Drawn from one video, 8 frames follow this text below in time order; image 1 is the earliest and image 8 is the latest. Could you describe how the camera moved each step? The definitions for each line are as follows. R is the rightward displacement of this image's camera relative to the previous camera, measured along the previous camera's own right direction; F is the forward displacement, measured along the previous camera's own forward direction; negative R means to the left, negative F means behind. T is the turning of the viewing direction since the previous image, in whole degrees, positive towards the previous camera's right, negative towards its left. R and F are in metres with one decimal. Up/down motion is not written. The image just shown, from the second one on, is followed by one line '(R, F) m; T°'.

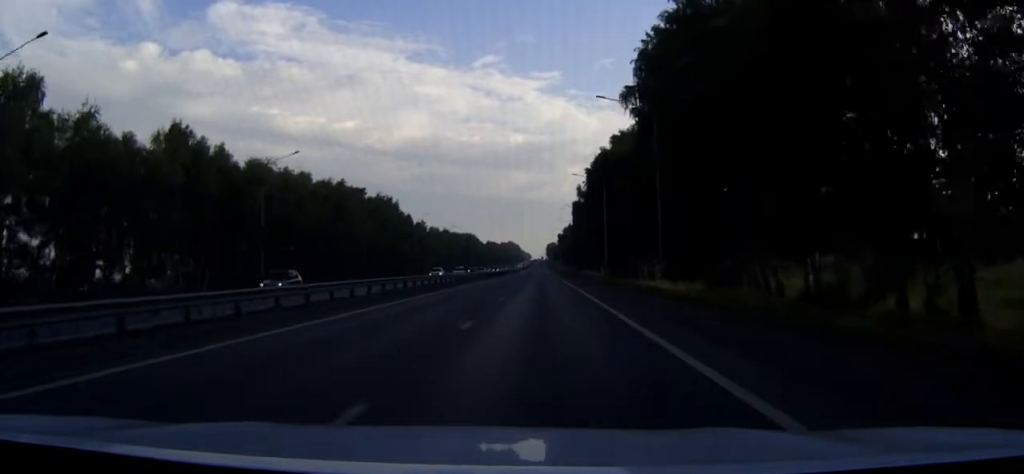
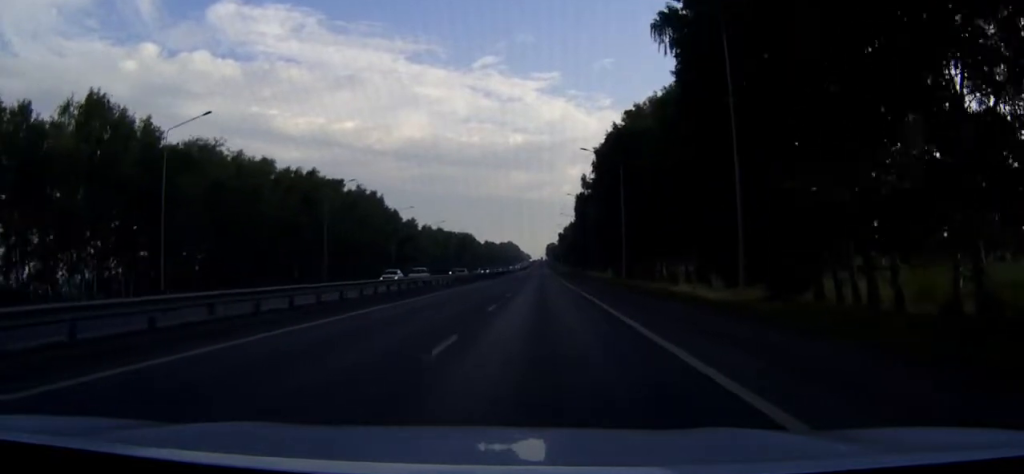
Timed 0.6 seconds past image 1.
(0.0, +16.8) m; 0°
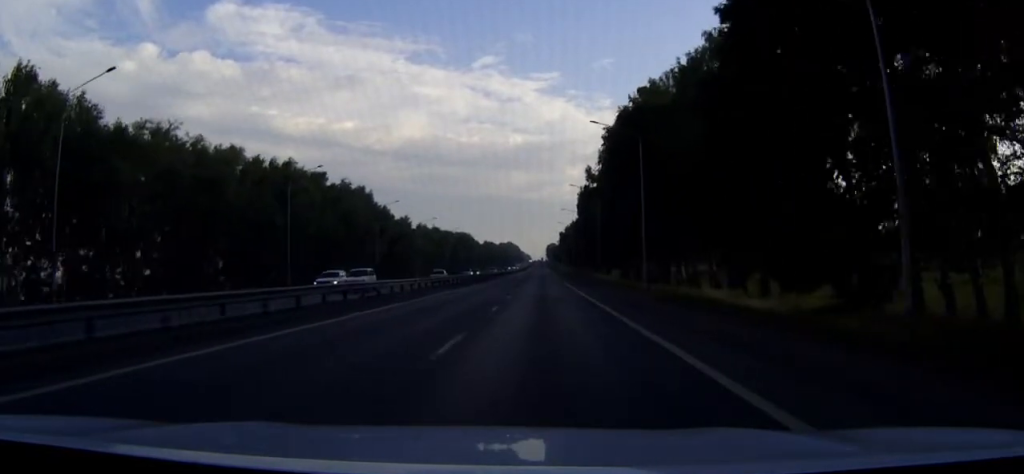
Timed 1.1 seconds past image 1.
(0.0, +11.5) m; 0°
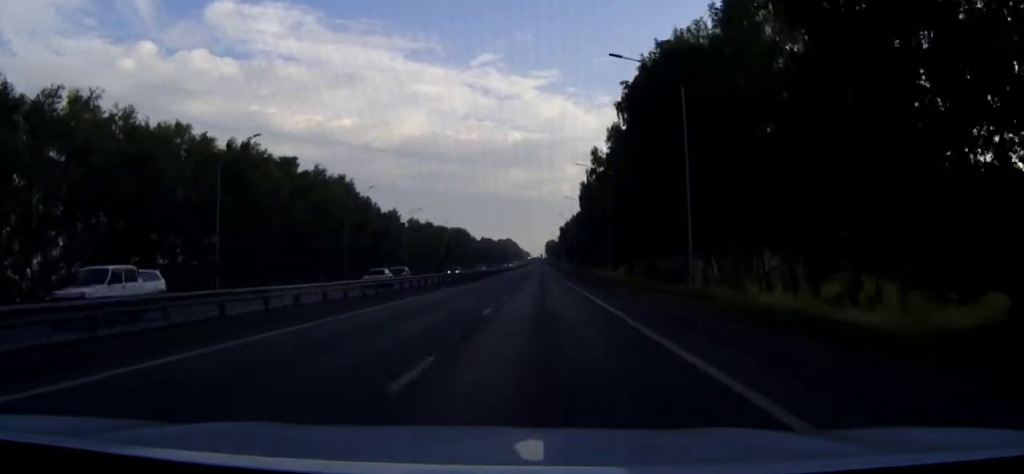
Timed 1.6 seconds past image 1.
(0.0, +15.0) m; 0°
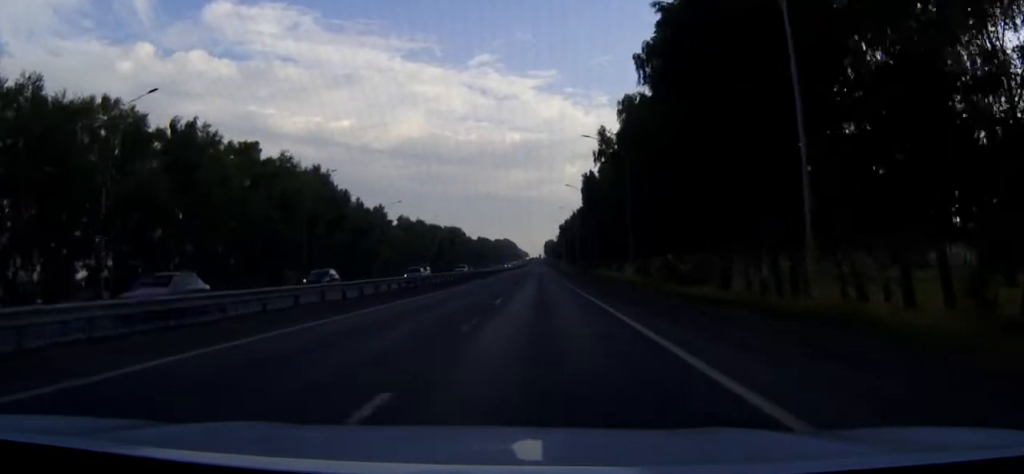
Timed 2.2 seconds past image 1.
(0.0, +14.9) m; 0°
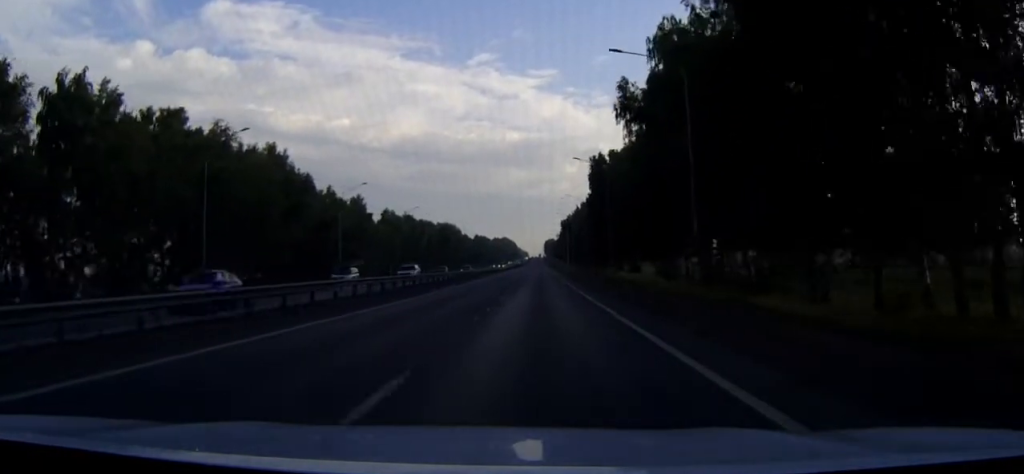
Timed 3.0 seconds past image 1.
(0.0, +21.9) m; 0°
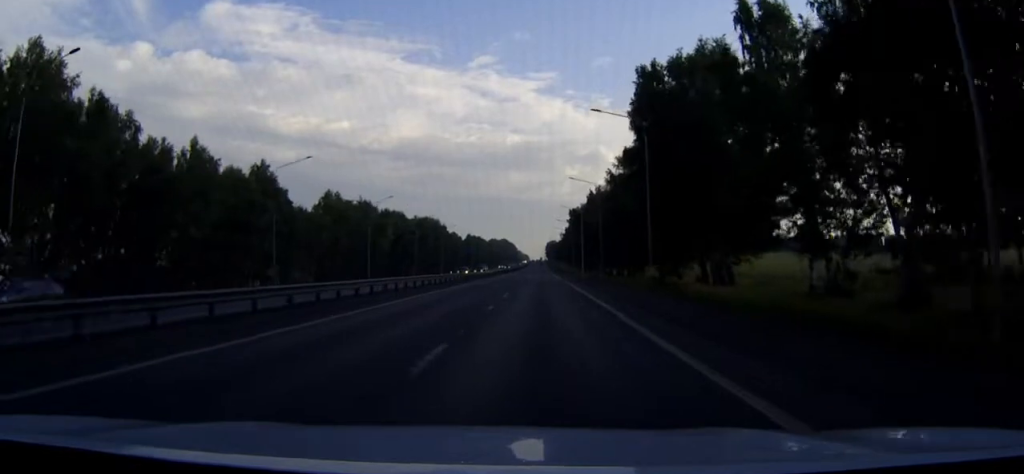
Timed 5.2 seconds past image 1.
(0.0, +56.0) m; 0°
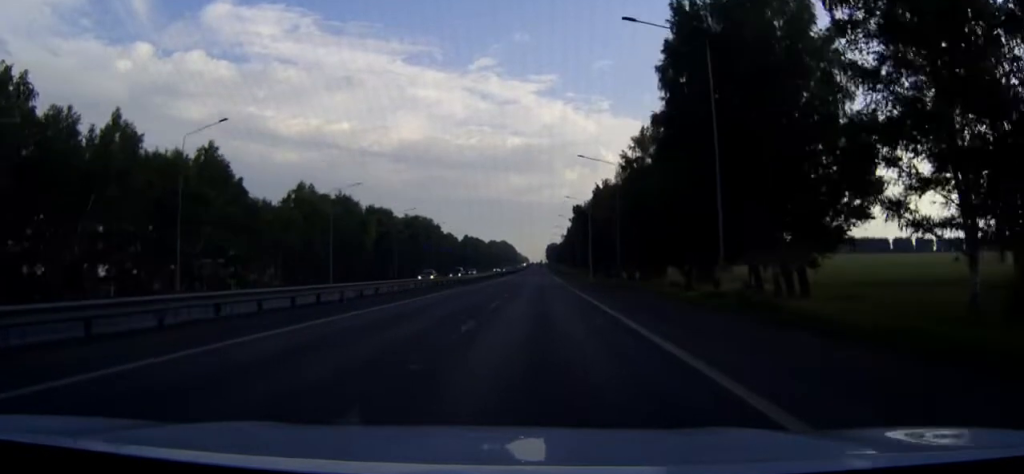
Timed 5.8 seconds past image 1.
(0.0, +17.5) m; 0°
